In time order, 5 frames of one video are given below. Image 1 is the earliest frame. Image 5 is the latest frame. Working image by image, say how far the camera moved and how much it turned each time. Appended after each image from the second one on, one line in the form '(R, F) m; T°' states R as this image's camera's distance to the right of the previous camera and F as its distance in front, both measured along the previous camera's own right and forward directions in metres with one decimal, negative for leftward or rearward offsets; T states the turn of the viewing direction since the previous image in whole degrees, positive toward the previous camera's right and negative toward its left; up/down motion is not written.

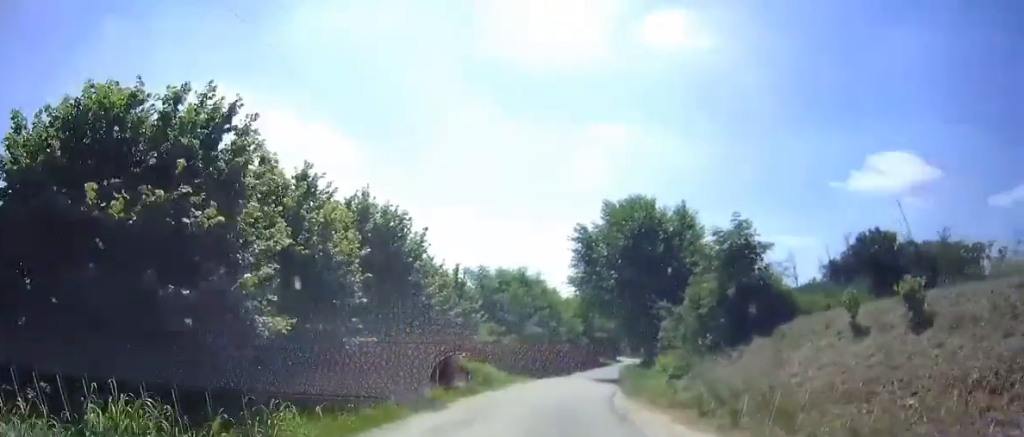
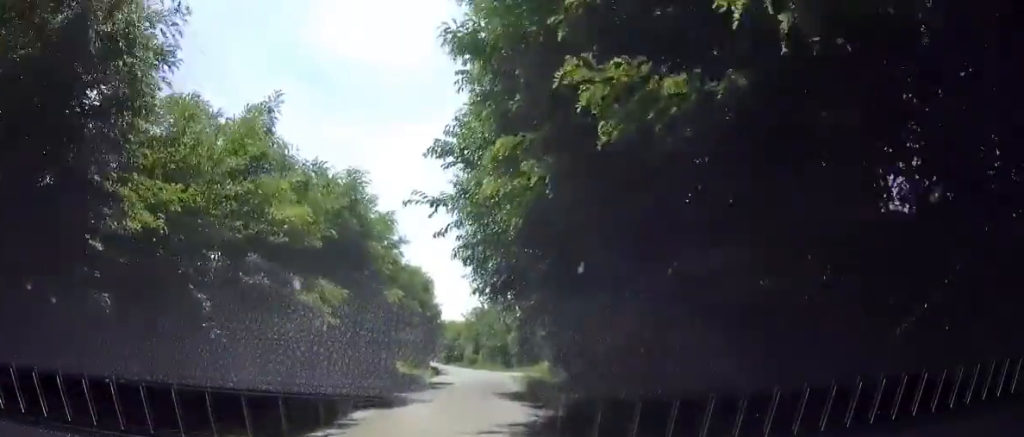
(+10.5, +37.6) m; +22°
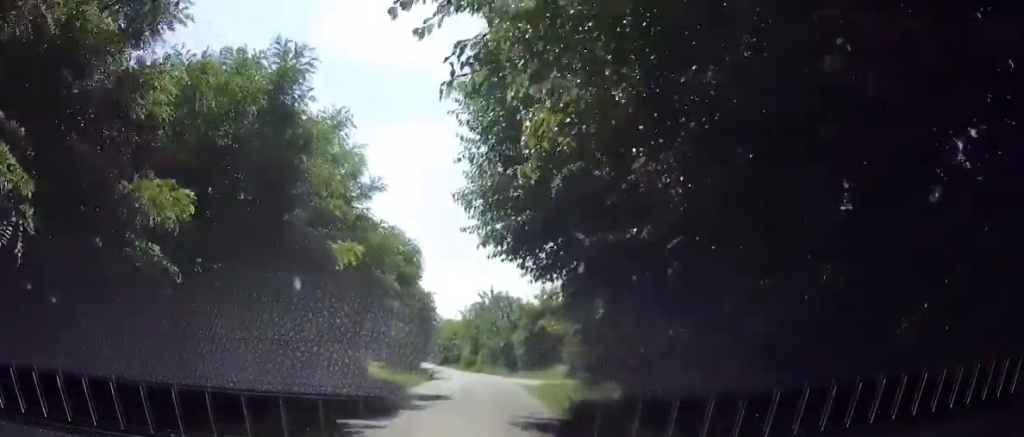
(+0.1, +7.9) m; +1°
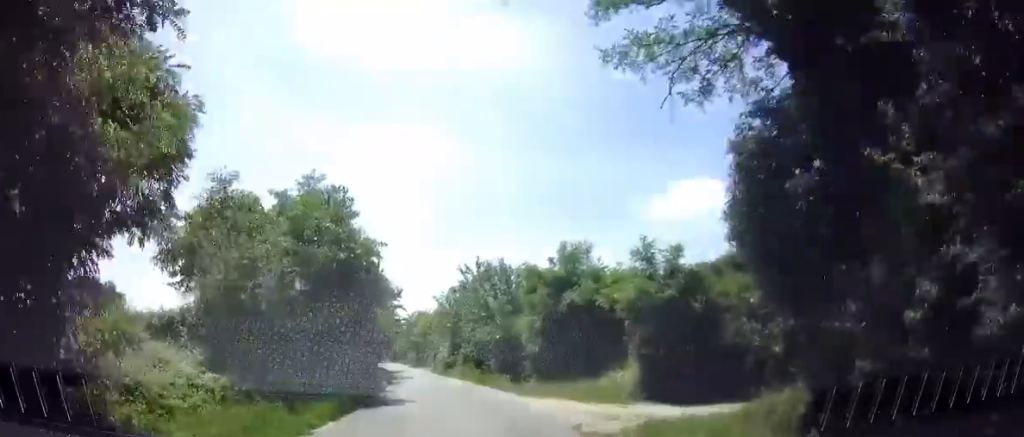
(+0.2, +16.1) m; -1°
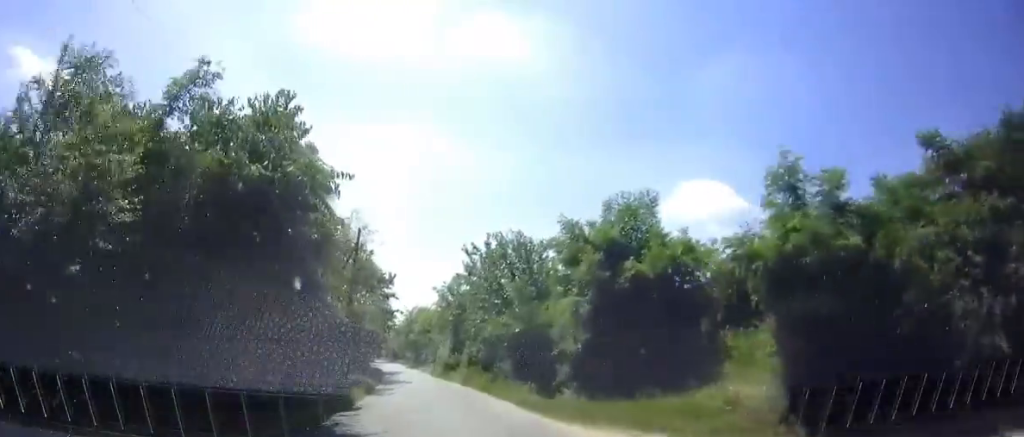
(-0.2, +7.7) m; -1°
